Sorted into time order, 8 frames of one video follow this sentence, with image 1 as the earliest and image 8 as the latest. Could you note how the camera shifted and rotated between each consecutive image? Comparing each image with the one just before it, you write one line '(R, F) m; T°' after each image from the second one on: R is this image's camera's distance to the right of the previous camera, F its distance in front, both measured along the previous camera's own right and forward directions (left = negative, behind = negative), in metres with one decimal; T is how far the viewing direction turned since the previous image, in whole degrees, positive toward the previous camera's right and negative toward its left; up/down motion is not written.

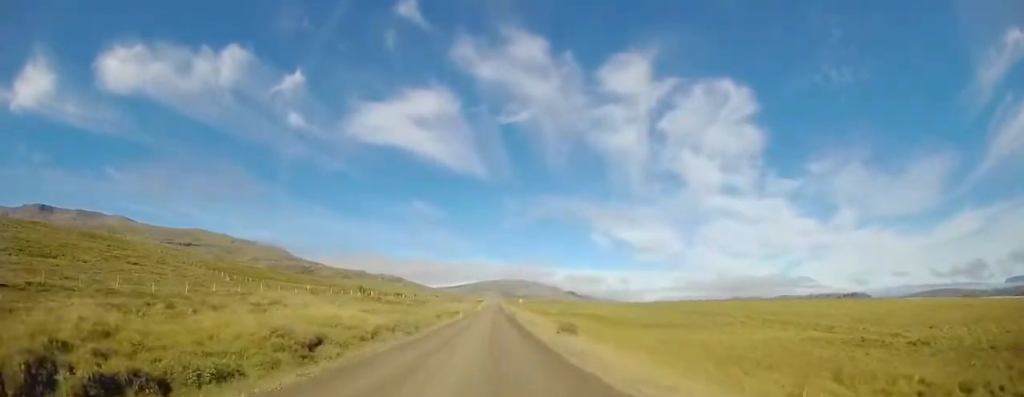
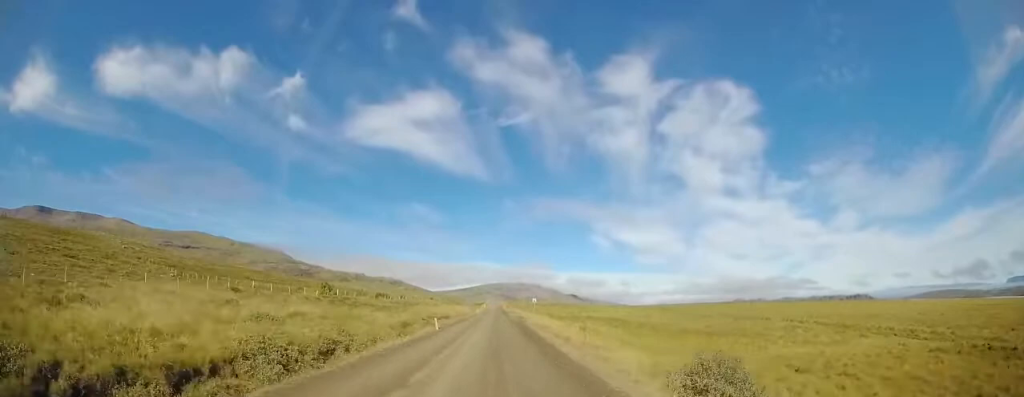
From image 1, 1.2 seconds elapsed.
(+0.3, +21.0) m; 0°
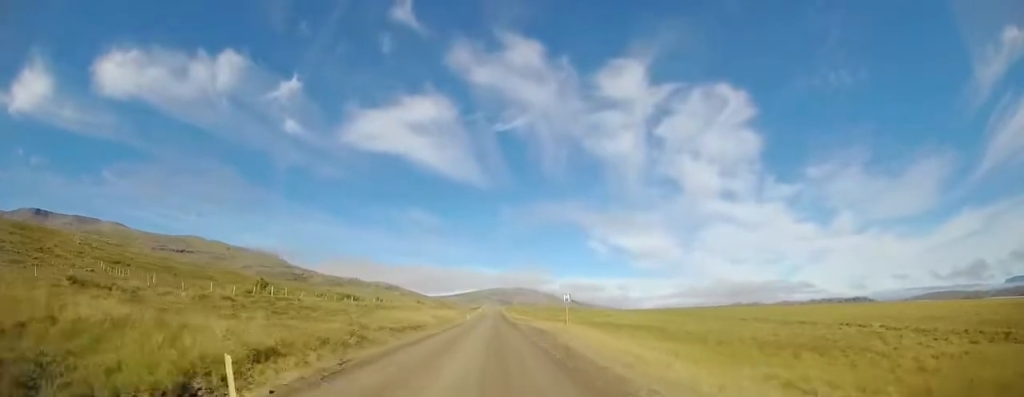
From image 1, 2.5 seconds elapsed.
(-0.4, +21.5) m; -1°
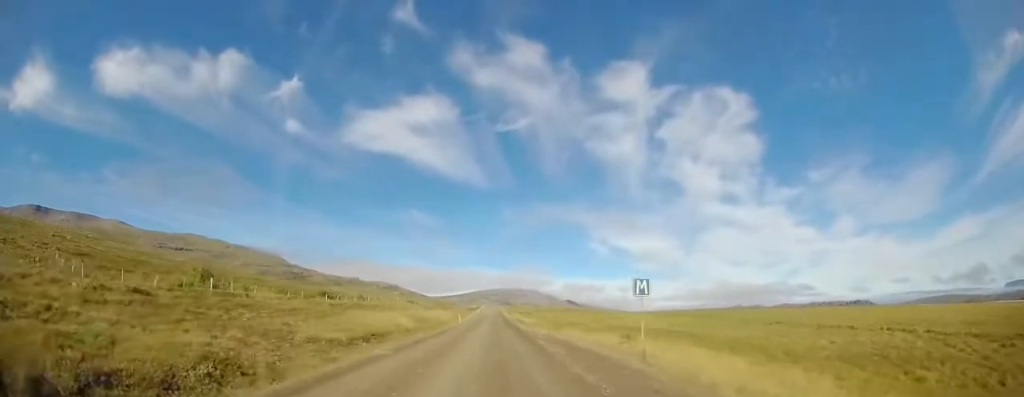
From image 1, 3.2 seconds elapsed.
(0.0, +12.5) m; 0°
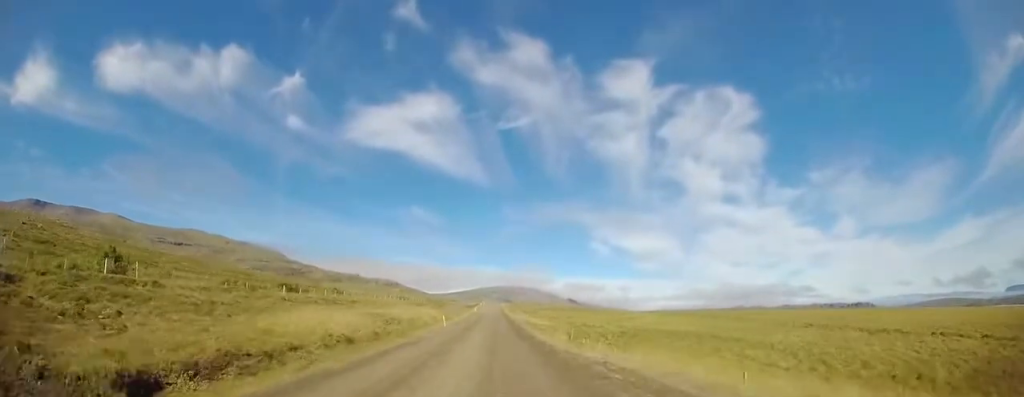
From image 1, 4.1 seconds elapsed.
(+0.1, +14.3) m; 0°
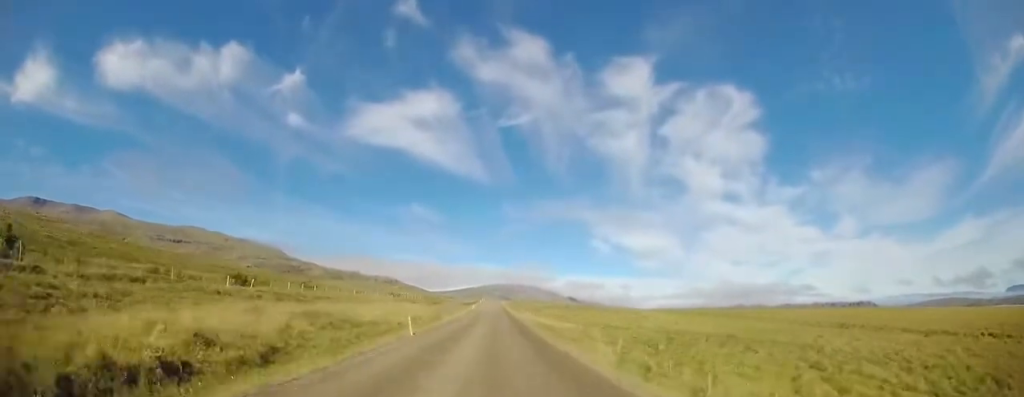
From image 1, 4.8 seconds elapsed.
(0.0, +12.5) m; 0°
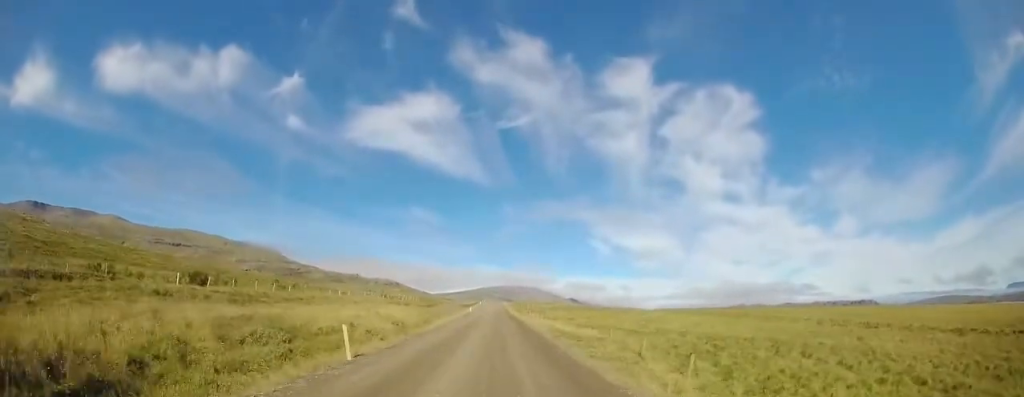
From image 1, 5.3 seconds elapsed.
(0.0, +8.0) m; 0°
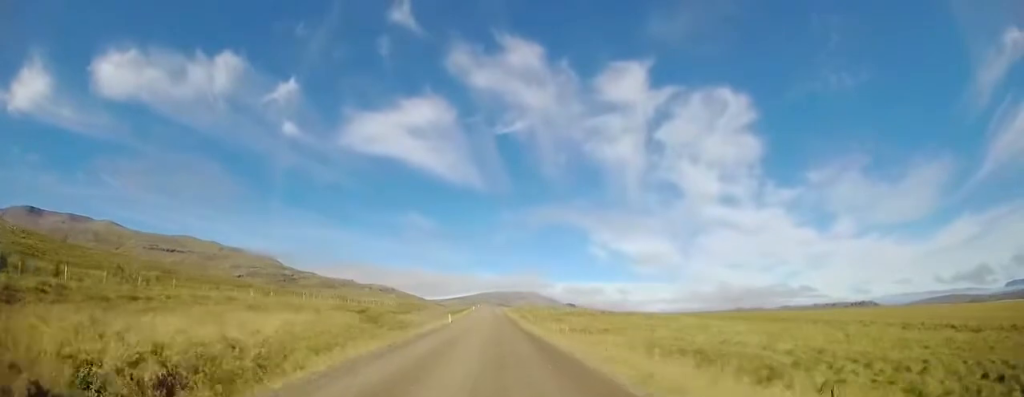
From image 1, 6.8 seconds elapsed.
(+0.2, +26.1) m; 0°
